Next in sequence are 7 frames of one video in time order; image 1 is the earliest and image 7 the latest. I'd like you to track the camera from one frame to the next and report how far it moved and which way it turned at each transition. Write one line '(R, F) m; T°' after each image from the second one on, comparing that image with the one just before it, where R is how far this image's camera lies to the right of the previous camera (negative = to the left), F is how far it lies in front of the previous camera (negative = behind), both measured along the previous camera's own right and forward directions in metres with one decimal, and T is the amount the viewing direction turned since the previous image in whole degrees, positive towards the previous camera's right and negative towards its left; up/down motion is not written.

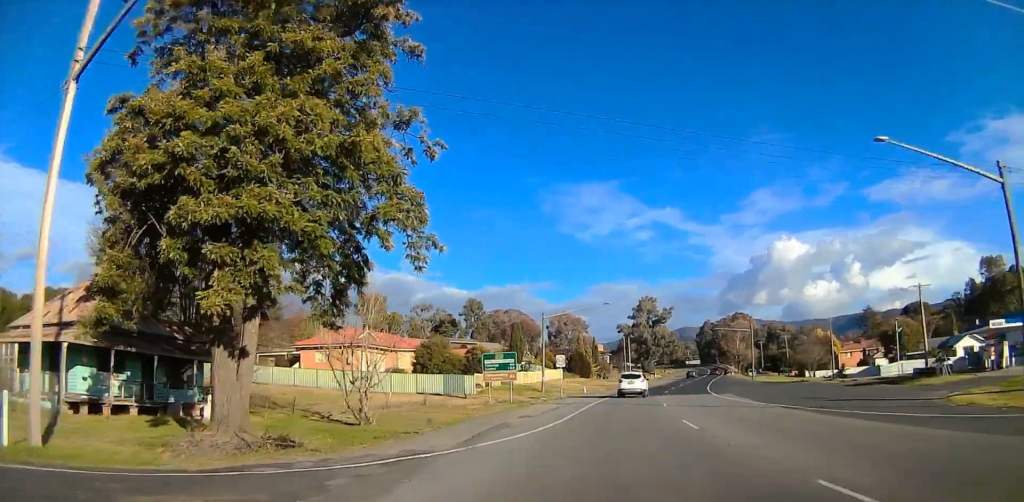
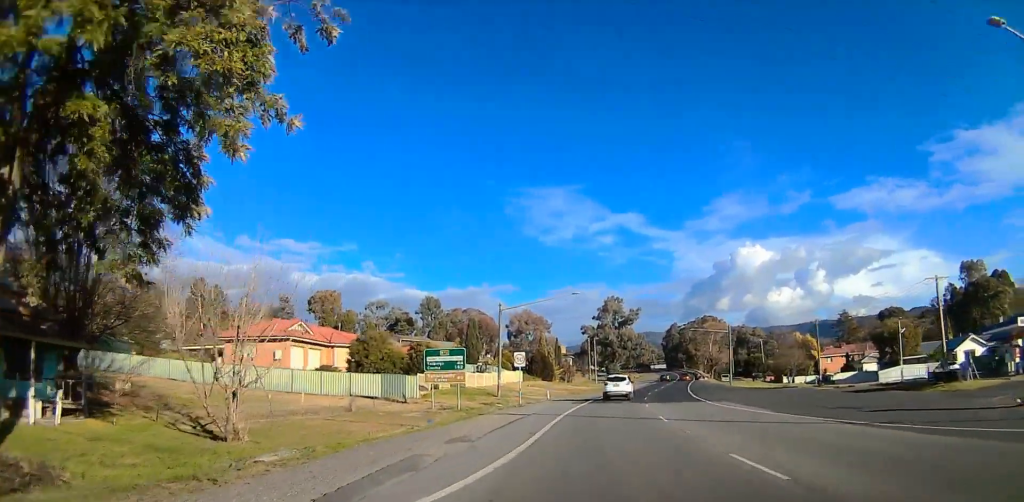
(+0.1, +8.7) m; +1°
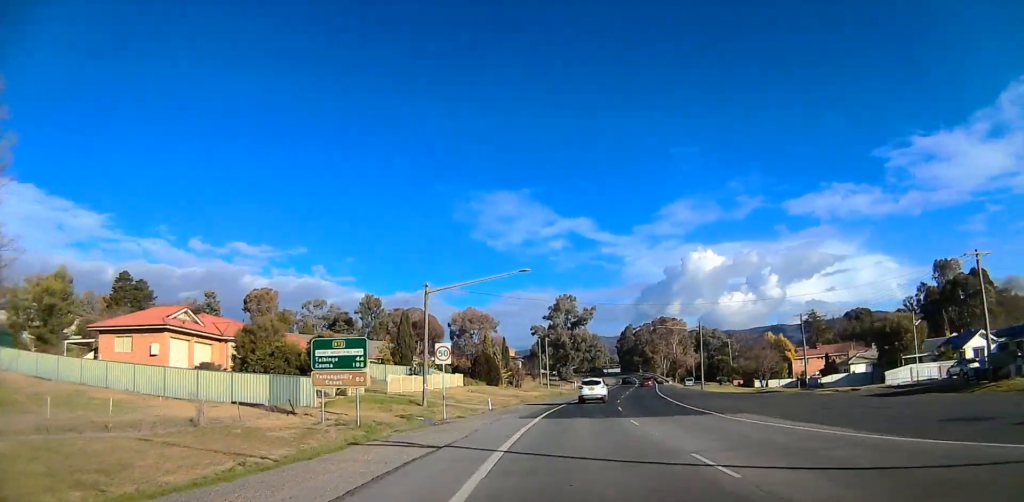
(0.0, +11.9) m; +1°
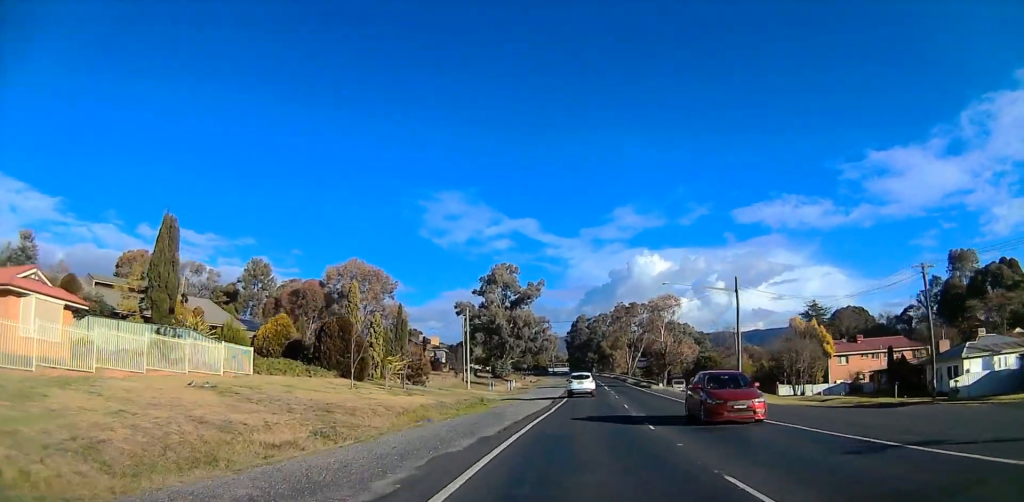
(+3.7, +39.3) m; +8°
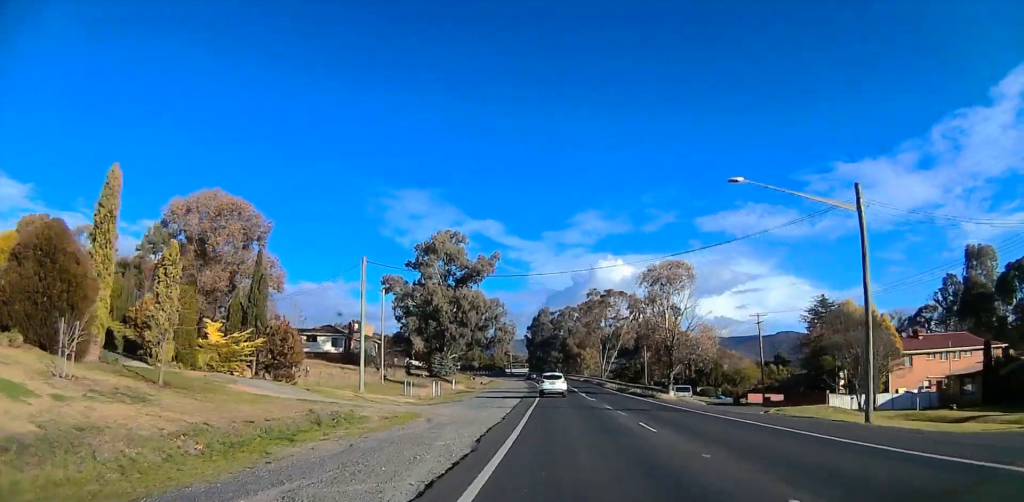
(0.0, +25.7) m; 0°
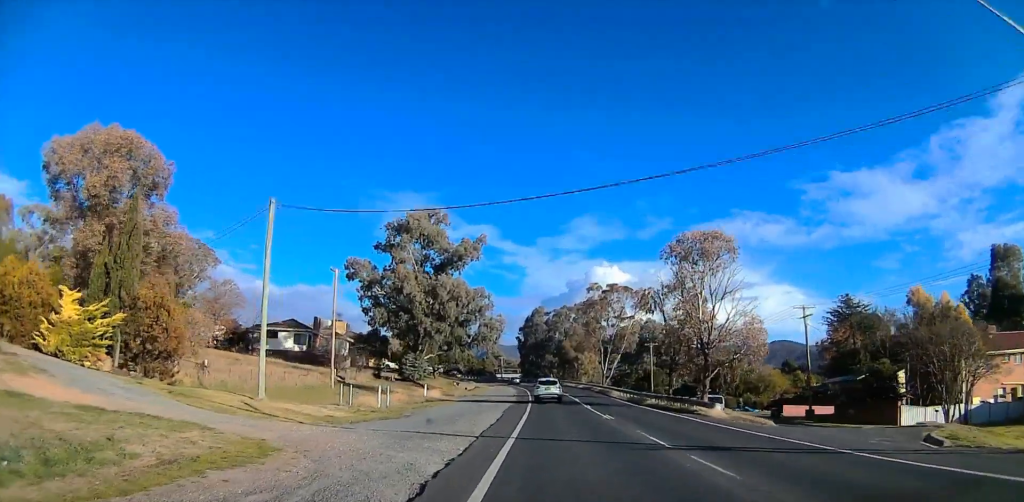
(0.0, +13.8) m; 0°
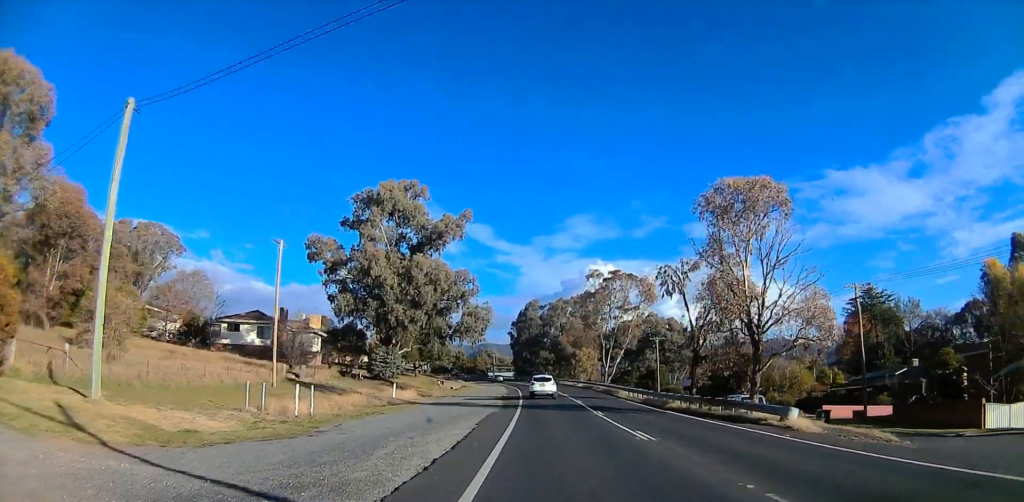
(0.0, +10.7) m; 0°
